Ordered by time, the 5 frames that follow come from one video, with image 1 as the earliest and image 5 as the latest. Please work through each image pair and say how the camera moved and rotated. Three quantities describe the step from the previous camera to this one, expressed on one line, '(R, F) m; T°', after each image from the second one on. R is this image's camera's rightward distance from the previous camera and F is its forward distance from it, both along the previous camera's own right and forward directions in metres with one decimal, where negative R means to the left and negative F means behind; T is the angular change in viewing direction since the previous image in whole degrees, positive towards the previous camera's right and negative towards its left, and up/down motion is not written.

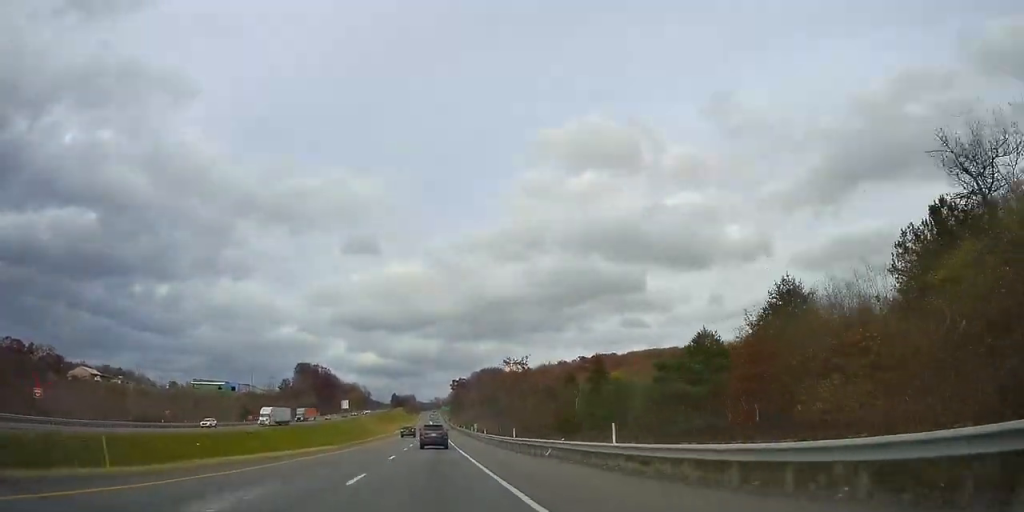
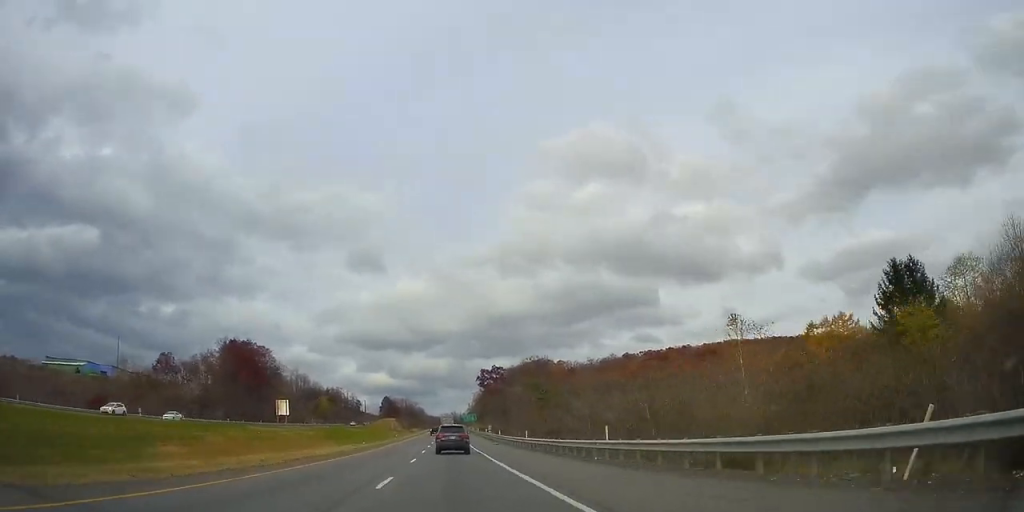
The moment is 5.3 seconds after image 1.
(+0.7, +156.6) m; 0°
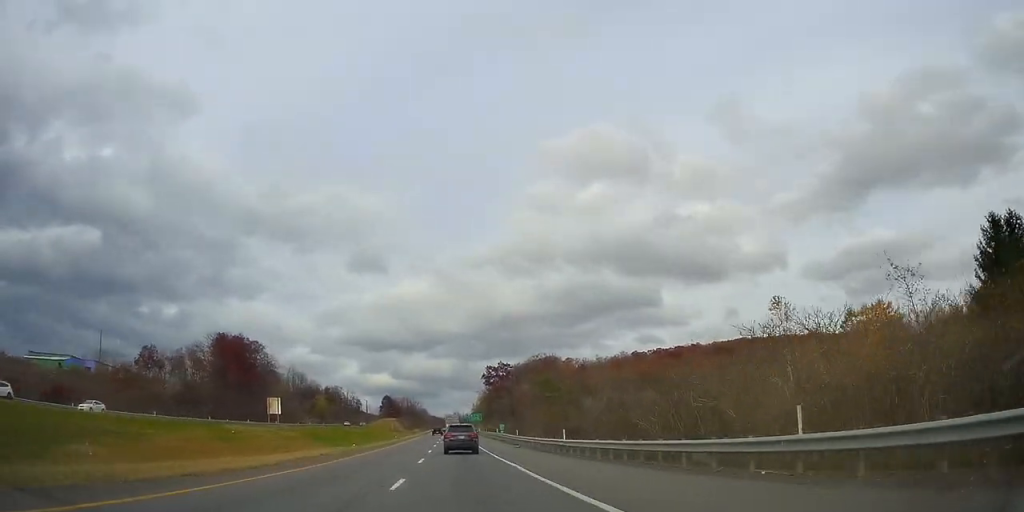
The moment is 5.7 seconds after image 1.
(+0.1, +12.5) m; 0°
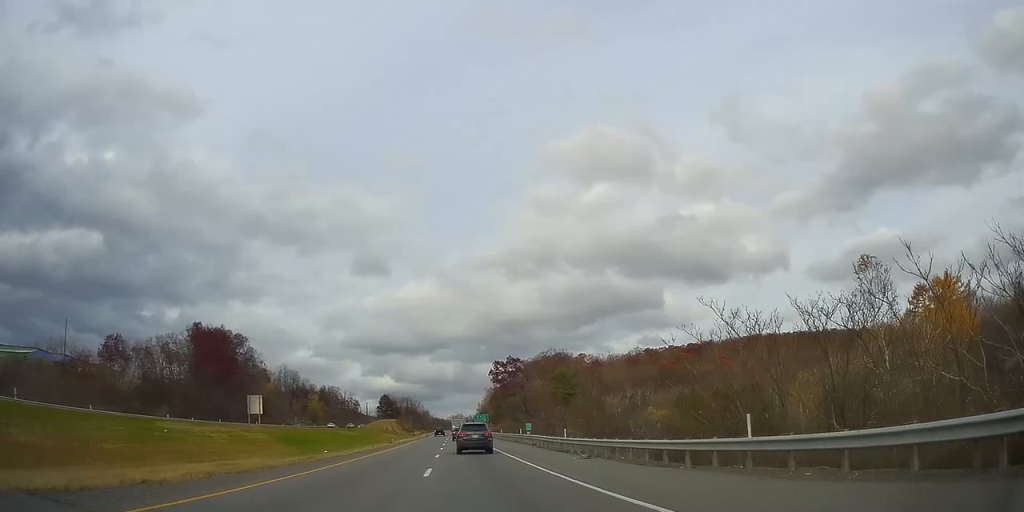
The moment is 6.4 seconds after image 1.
(-0.2, +19.9) m; -1°
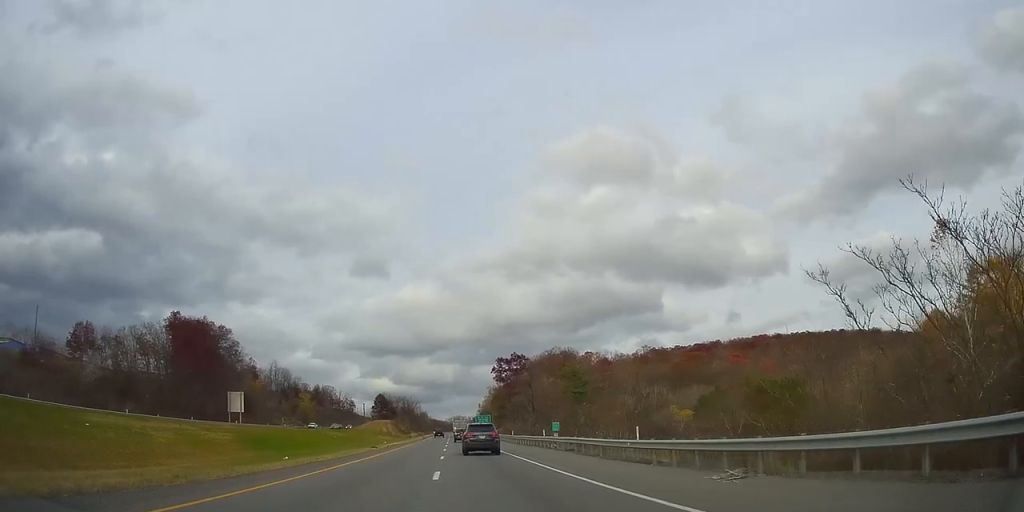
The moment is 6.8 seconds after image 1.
(-0.1, +13.4) m; 0°
